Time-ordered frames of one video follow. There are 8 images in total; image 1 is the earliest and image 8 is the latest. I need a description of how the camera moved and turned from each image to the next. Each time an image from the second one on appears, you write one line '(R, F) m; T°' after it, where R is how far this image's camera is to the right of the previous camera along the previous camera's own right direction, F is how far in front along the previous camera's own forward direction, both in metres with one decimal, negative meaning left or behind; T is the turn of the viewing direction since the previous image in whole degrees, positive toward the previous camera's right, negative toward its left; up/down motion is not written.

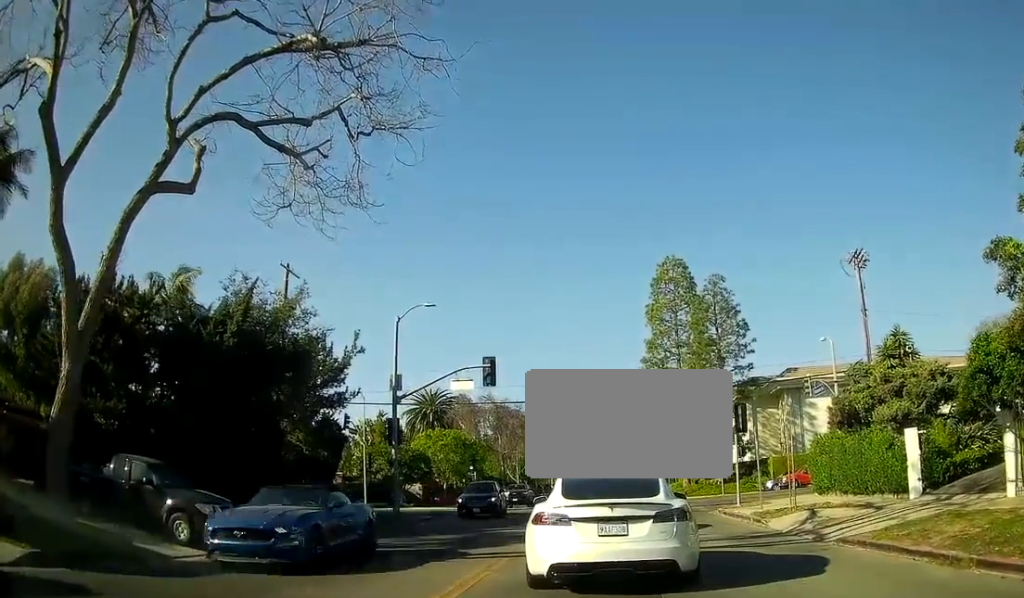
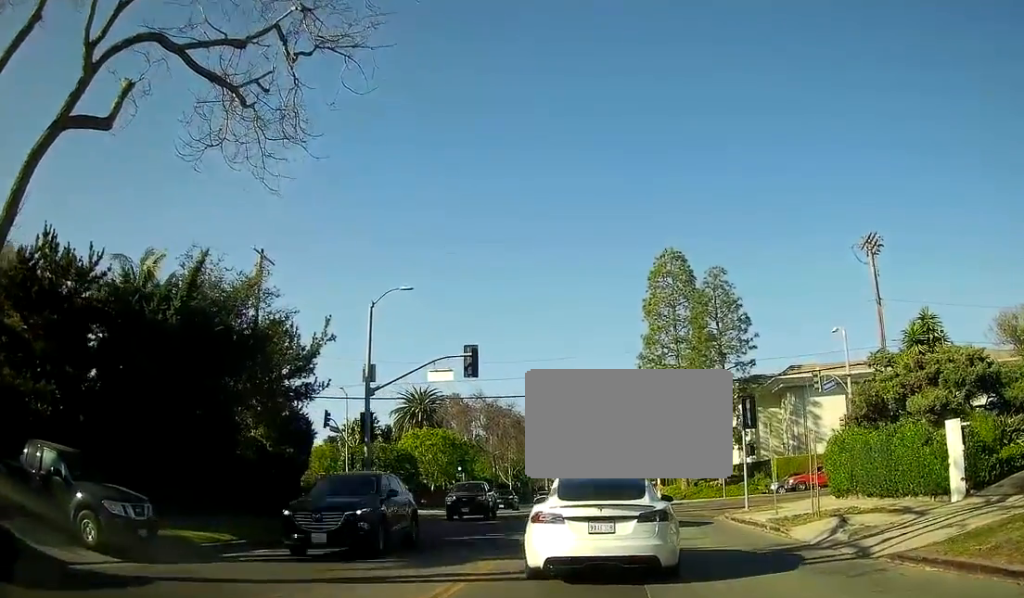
(0.0, +4.4) m; 0°
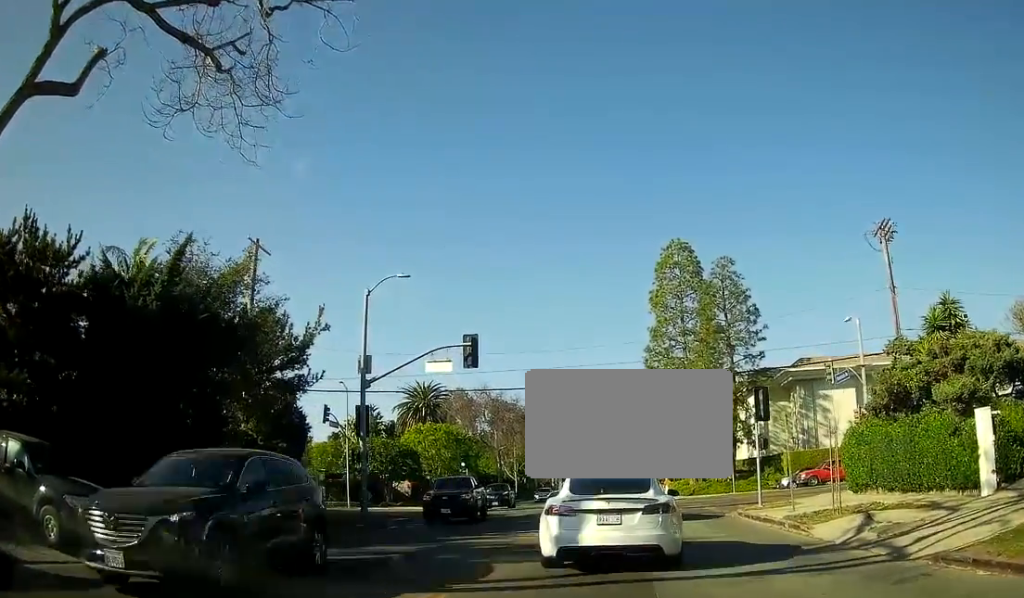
(0.0, +1.7) m; 0°
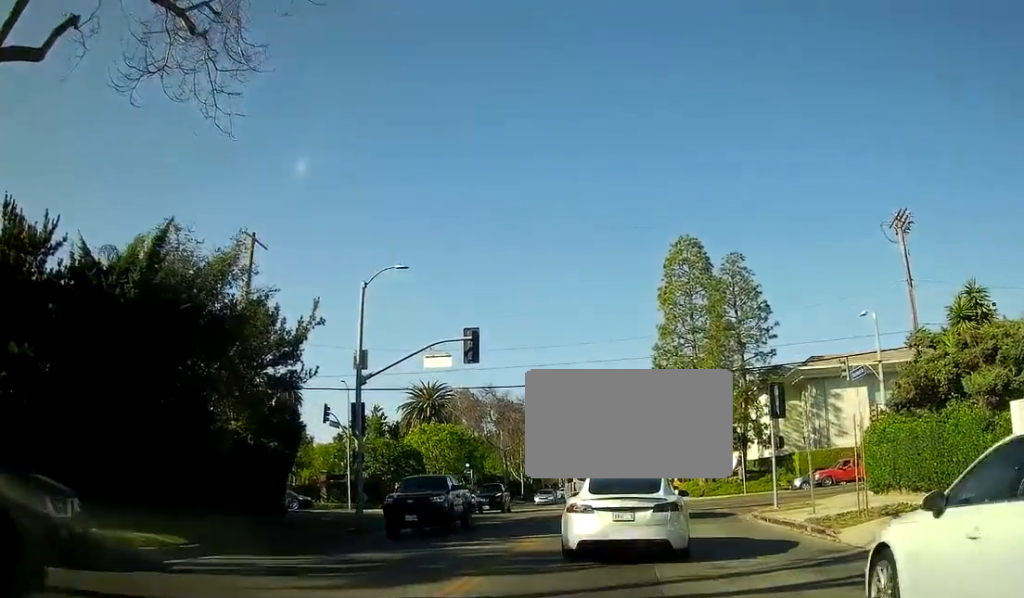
(0.0, +1.8) m; 0°
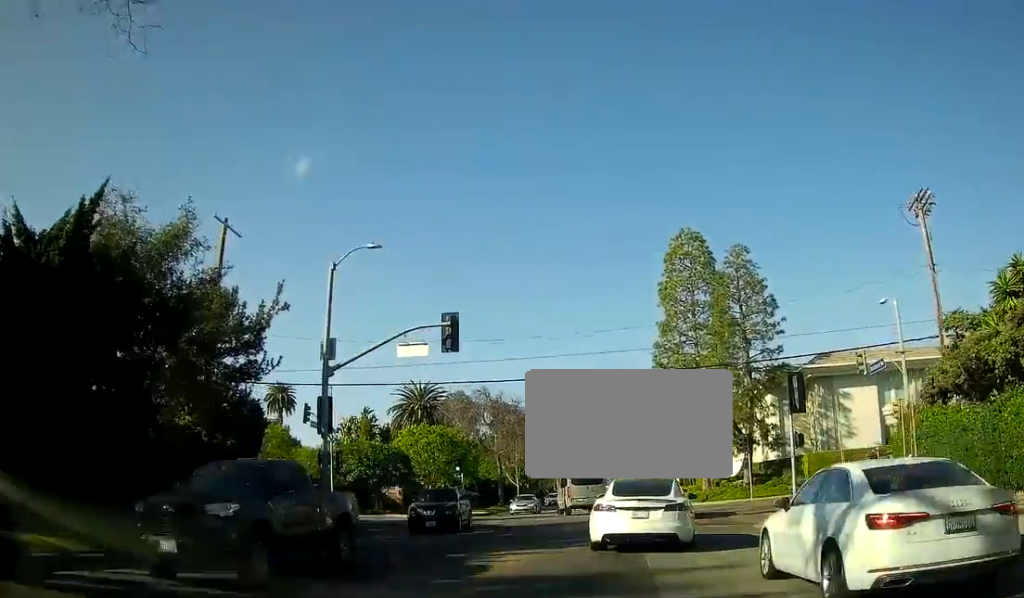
(0.0, +3.9) m; +1°
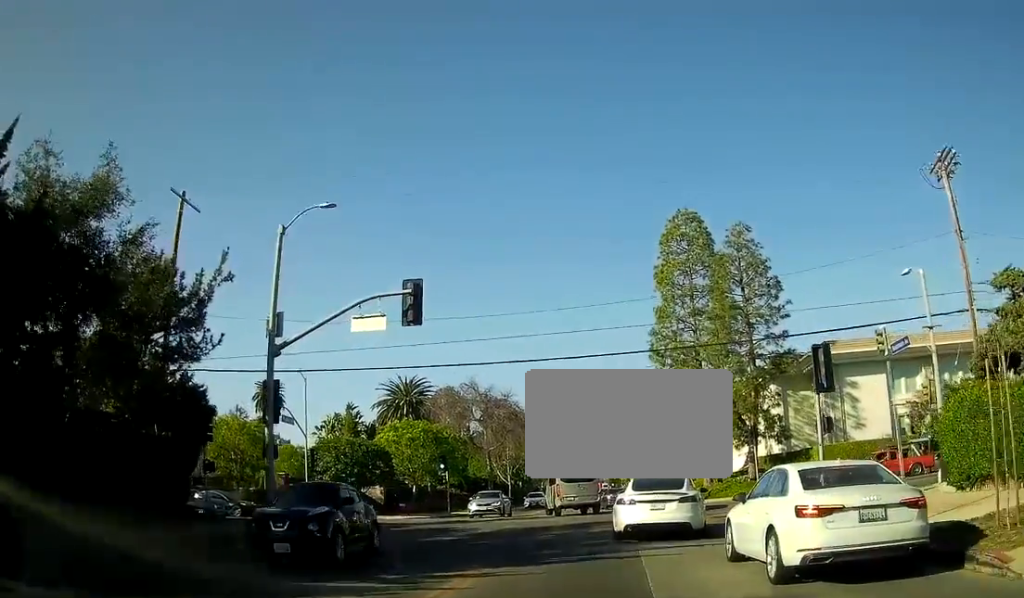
(0.0, +4.5) m; +1°
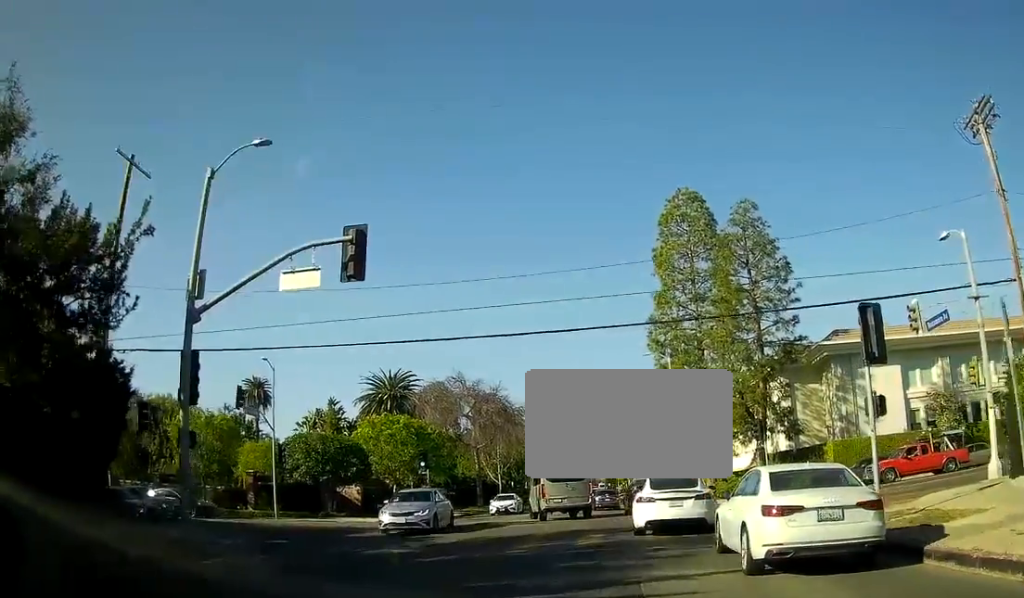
(0.0, +5.6) m; 0°
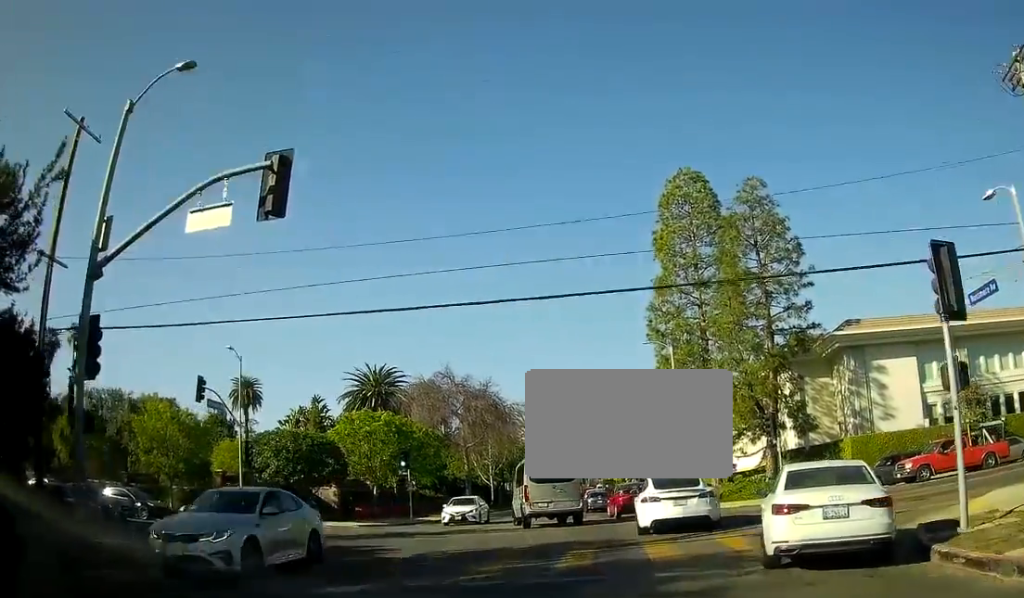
(0.0, +4.9) m; 0°
